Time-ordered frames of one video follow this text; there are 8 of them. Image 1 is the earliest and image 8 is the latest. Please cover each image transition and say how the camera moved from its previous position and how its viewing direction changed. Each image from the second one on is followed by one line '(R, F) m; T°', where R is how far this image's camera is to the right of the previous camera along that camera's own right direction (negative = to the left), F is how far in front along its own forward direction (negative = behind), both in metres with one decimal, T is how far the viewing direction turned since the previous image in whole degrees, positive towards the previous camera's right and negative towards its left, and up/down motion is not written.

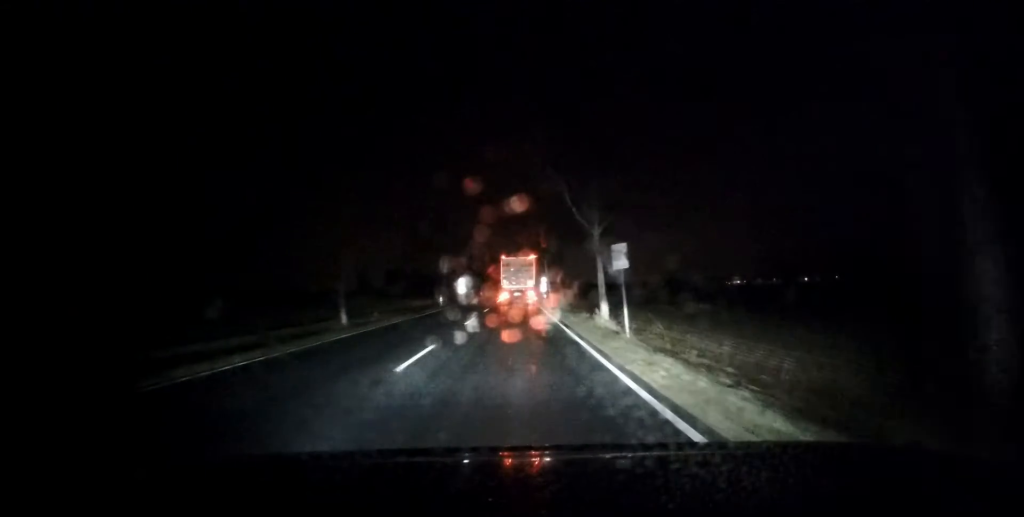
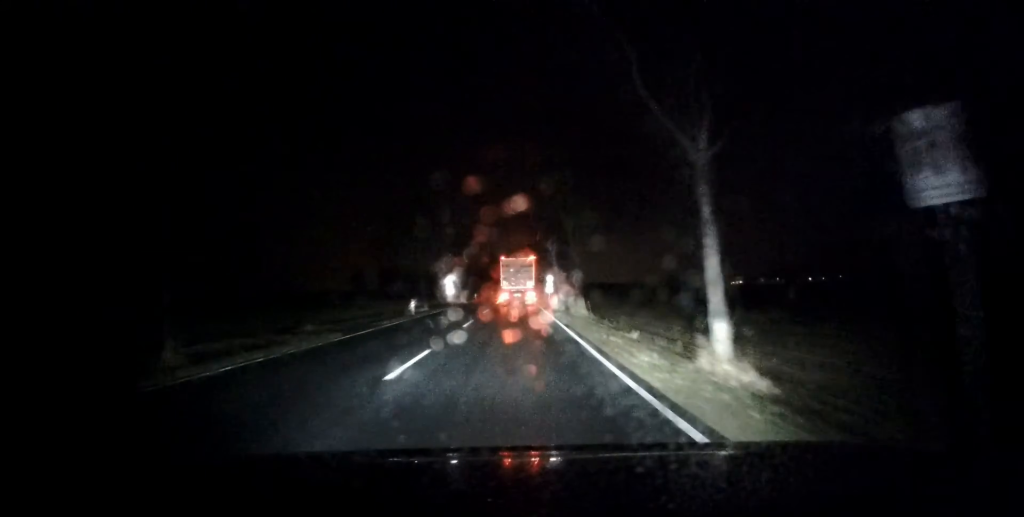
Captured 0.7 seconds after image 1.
(0.0, +13.0) m; -1°
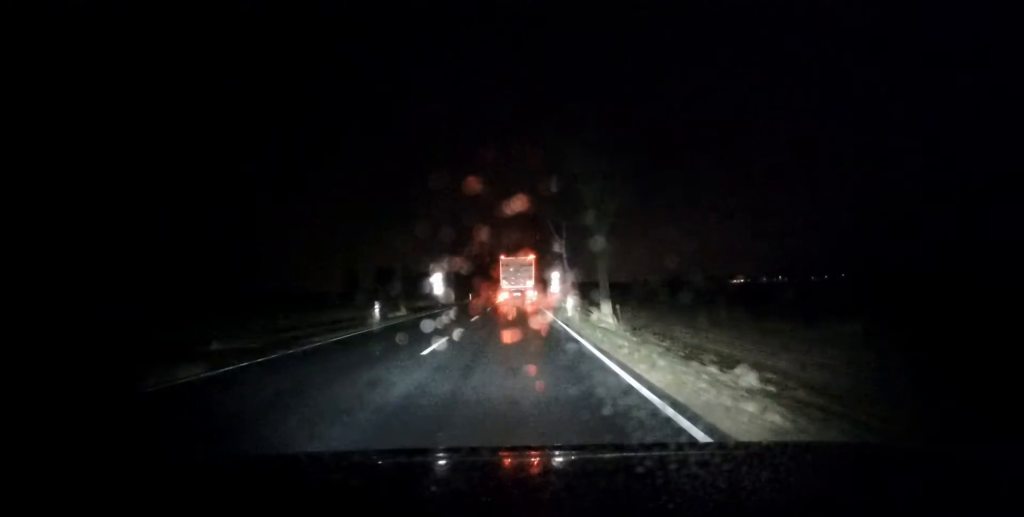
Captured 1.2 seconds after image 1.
(0.0, +8.9) m; 0°
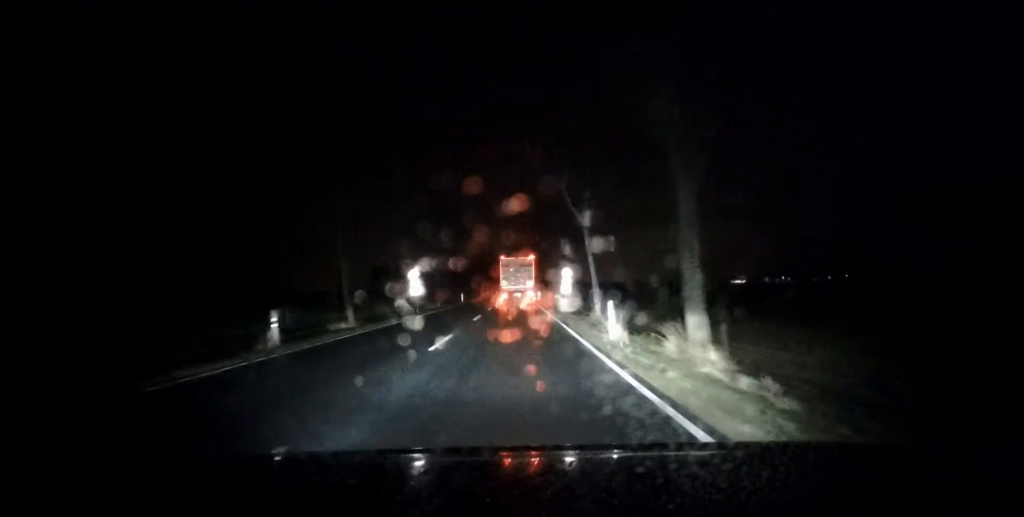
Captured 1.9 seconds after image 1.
(-0.2, +11.2) m; 0°
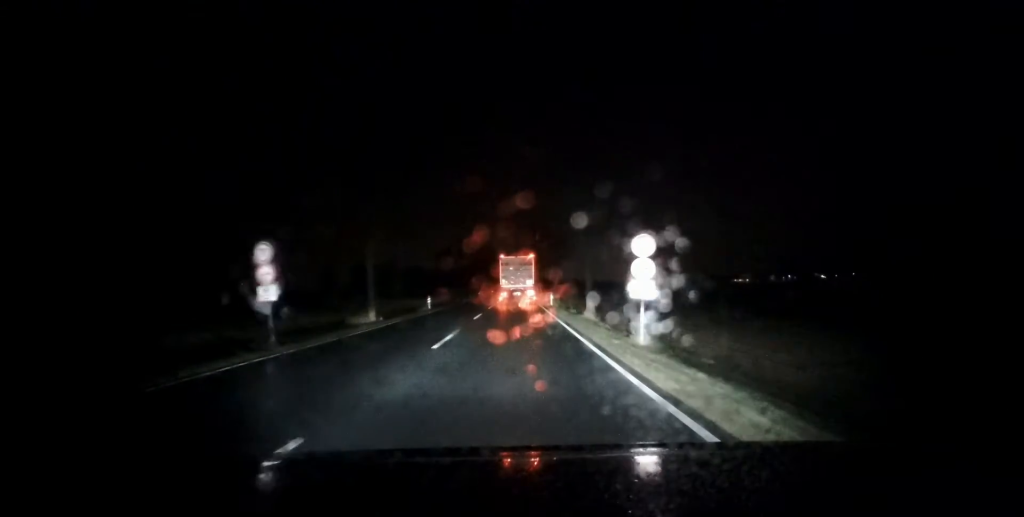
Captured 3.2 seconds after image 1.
(+0.3, +23.7) m; +1°
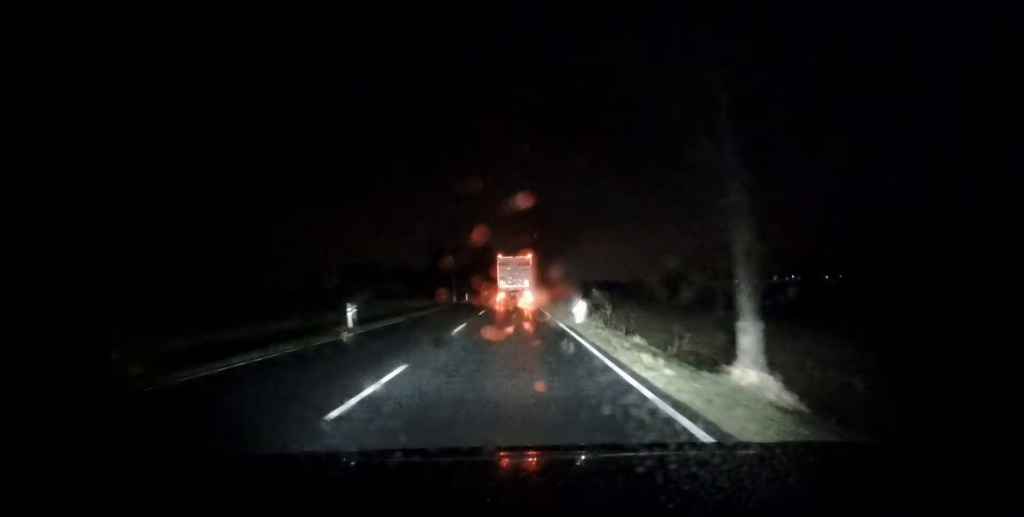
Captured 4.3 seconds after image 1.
(0.0, +19.0) m; 0°
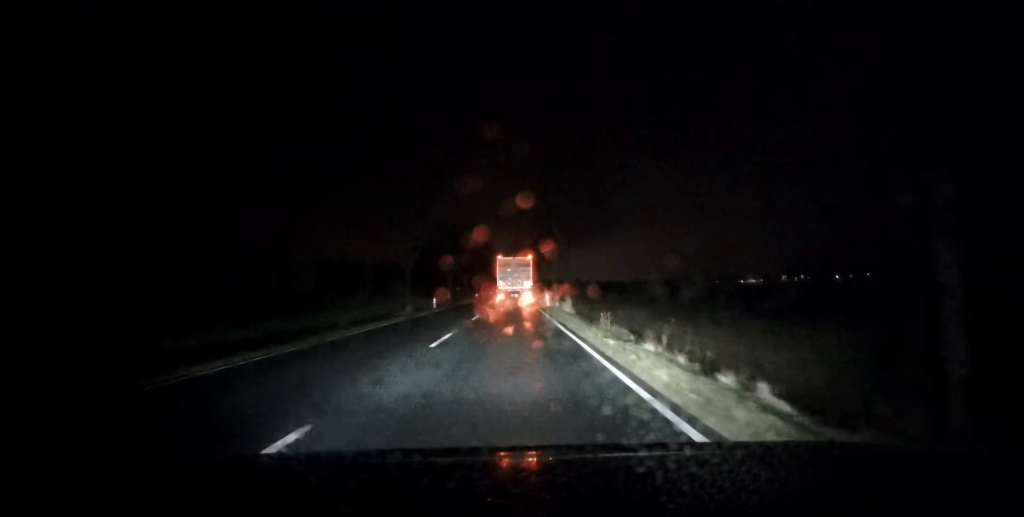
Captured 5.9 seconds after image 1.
(0.0, +28.6) m; 0°
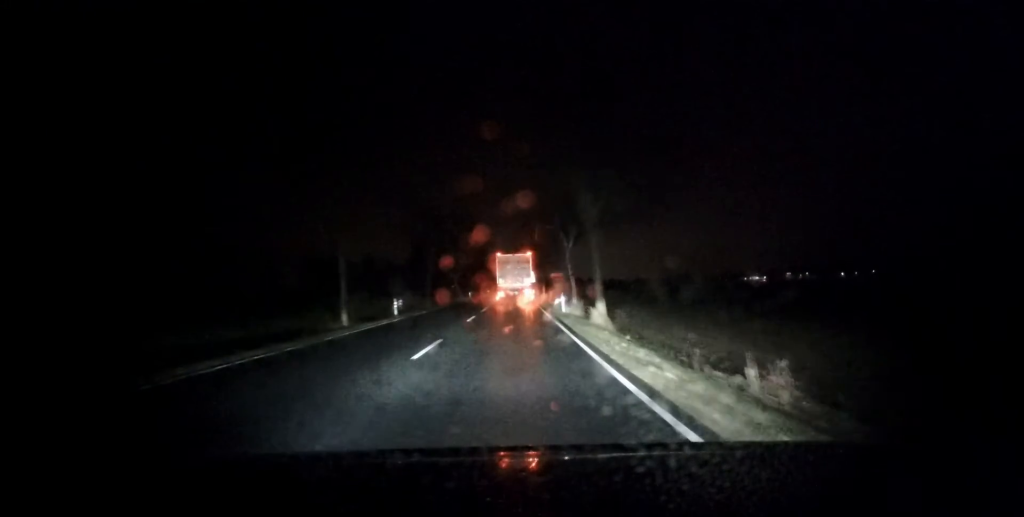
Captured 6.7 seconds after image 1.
(0.0, +14.3) m; 0°
